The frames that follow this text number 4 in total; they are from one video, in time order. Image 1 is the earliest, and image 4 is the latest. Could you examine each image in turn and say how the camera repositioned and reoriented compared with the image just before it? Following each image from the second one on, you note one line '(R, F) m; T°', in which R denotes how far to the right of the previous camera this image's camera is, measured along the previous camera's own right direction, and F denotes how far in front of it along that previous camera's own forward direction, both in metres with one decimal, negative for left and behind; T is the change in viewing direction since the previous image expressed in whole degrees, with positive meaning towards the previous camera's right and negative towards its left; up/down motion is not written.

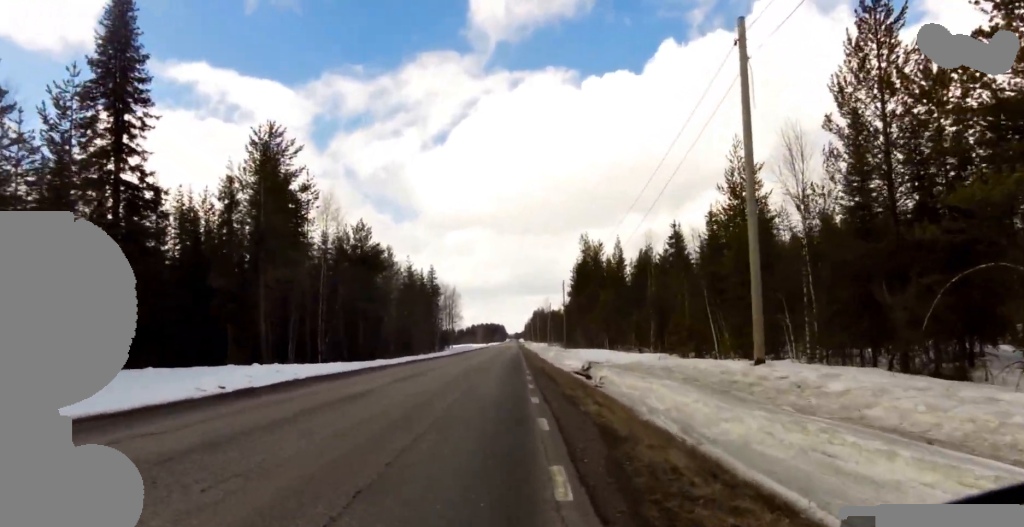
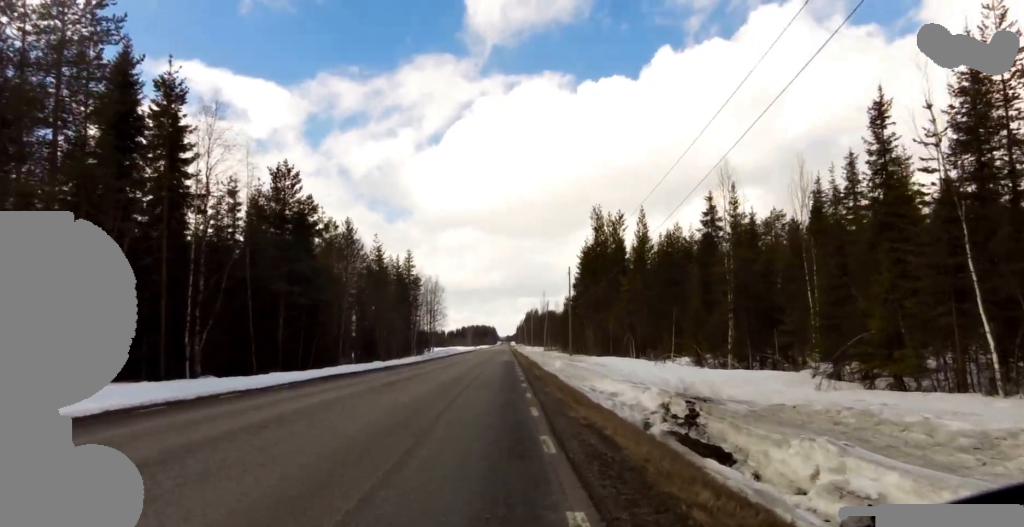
(0.0, +17.0) m; -1°
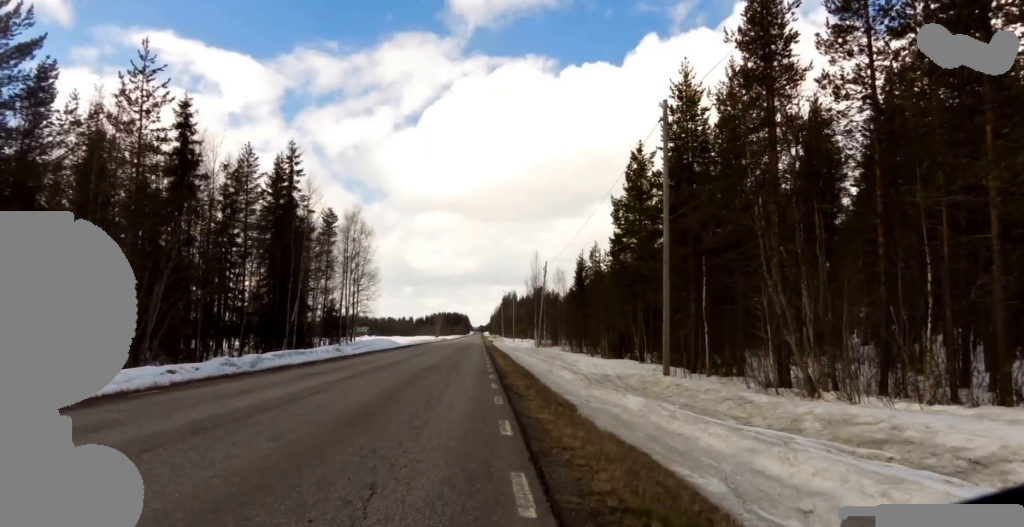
(+0.8, +42.0) m; +1°
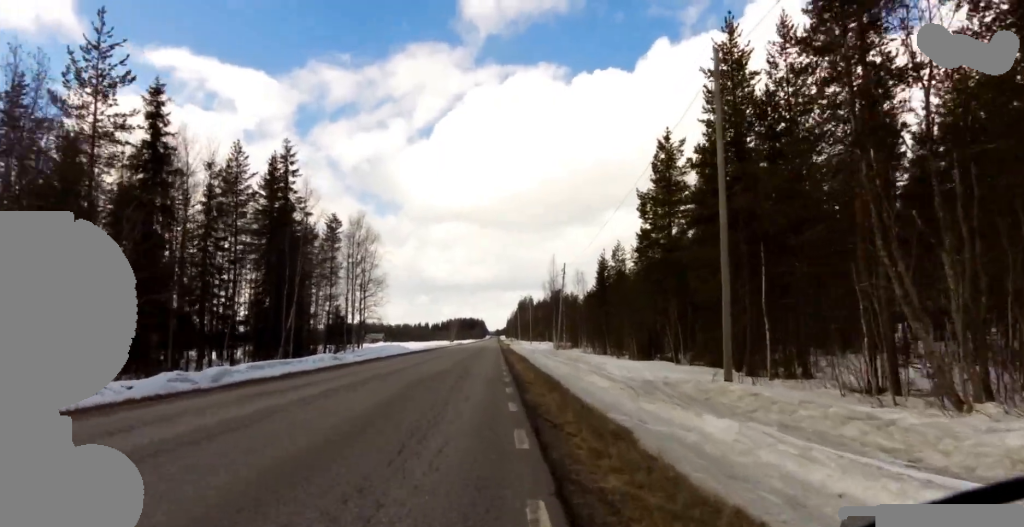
(-0.1, +4.0) m; 0°
